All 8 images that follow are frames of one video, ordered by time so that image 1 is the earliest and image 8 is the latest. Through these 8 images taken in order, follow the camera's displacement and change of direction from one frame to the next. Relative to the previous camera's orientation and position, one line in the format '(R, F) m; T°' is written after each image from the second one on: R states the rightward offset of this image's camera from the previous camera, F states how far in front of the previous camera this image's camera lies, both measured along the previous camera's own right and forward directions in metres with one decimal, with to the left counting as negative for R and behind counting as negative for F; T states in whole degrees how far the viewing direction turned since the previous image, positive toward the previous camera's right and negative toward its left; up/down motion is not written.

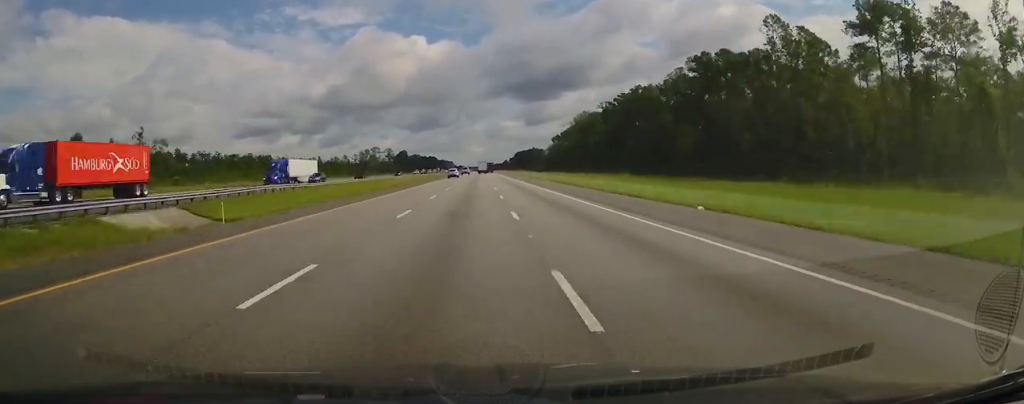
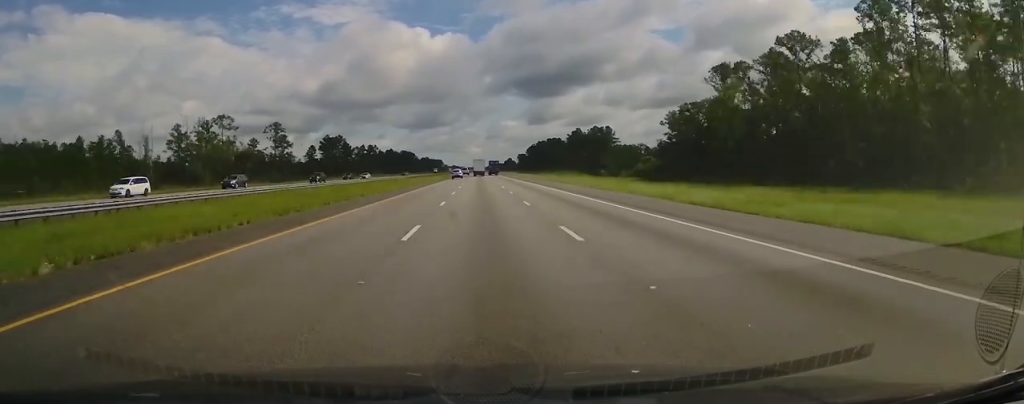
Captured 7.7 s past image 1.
(-0.2, +327.2) m; 0°
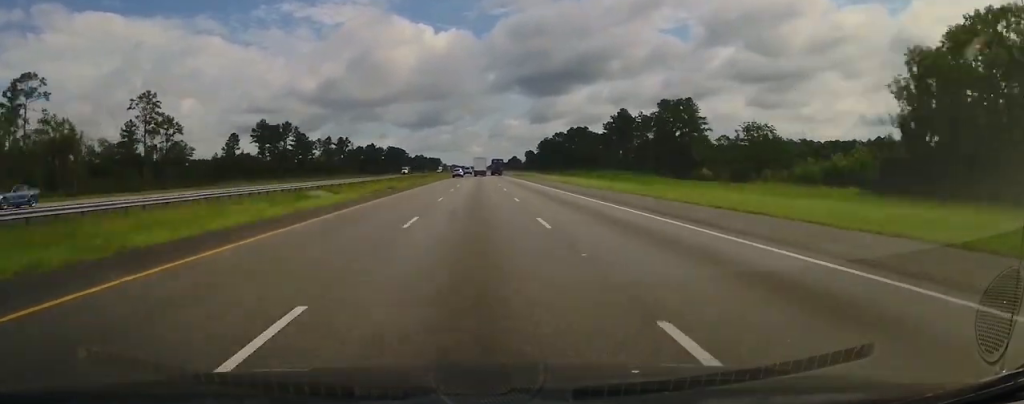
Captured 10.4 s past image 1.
(0.0, +98.1) m; 0°
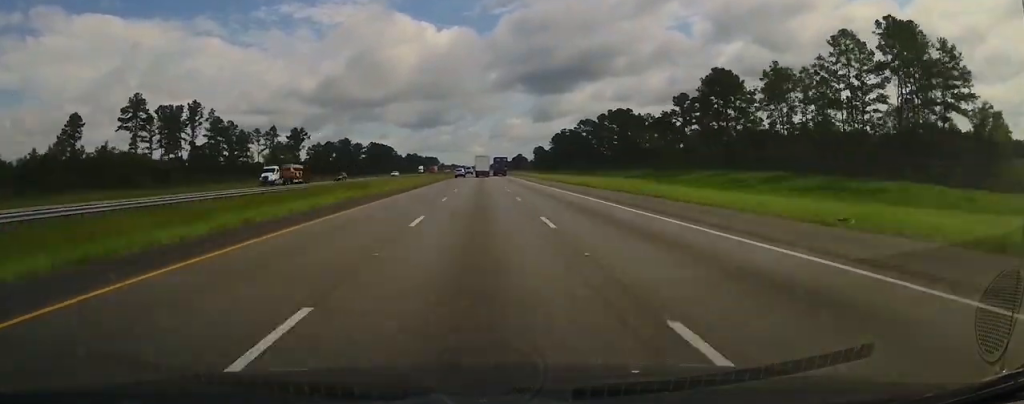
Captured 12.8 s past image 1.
(+0.3, +84.6) m; 0°
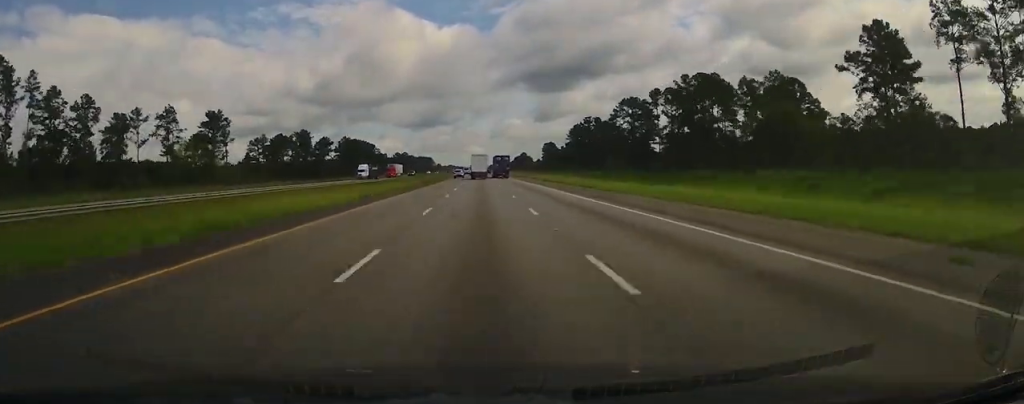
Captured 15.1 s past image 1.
(+0.1, +76.3) m; 0°
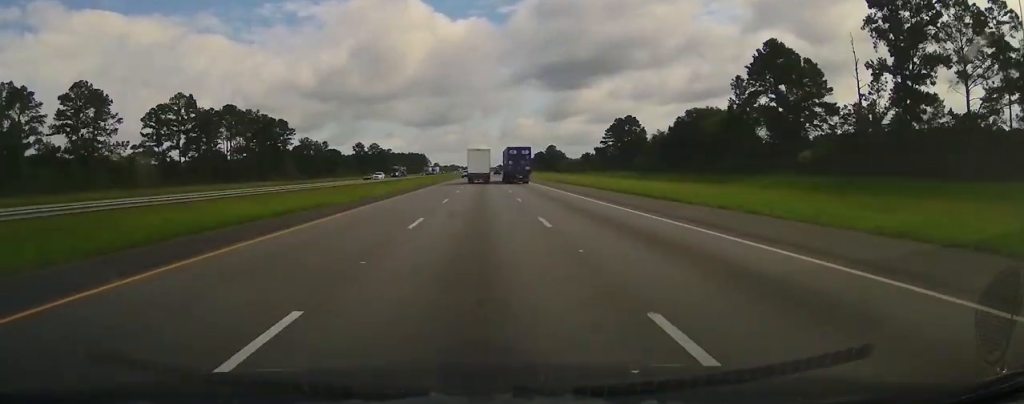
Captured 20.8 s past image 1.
(-0.6, +172.5) m; 0°
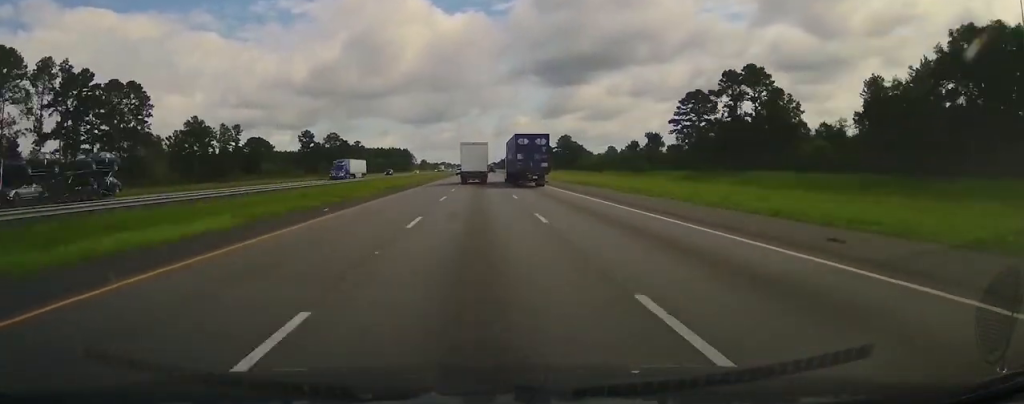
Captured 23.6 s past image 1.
(-0.1, +109.3) m; 0°
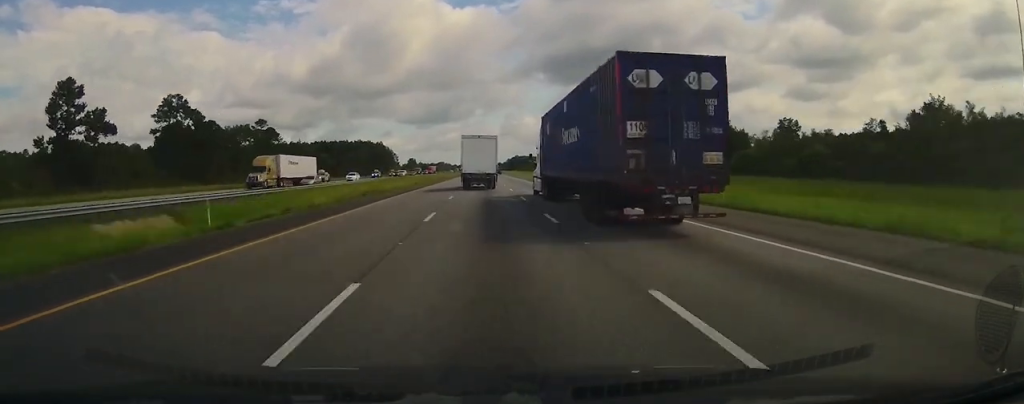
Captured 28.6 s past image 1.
(+1.1, +190.1) m; 0°
